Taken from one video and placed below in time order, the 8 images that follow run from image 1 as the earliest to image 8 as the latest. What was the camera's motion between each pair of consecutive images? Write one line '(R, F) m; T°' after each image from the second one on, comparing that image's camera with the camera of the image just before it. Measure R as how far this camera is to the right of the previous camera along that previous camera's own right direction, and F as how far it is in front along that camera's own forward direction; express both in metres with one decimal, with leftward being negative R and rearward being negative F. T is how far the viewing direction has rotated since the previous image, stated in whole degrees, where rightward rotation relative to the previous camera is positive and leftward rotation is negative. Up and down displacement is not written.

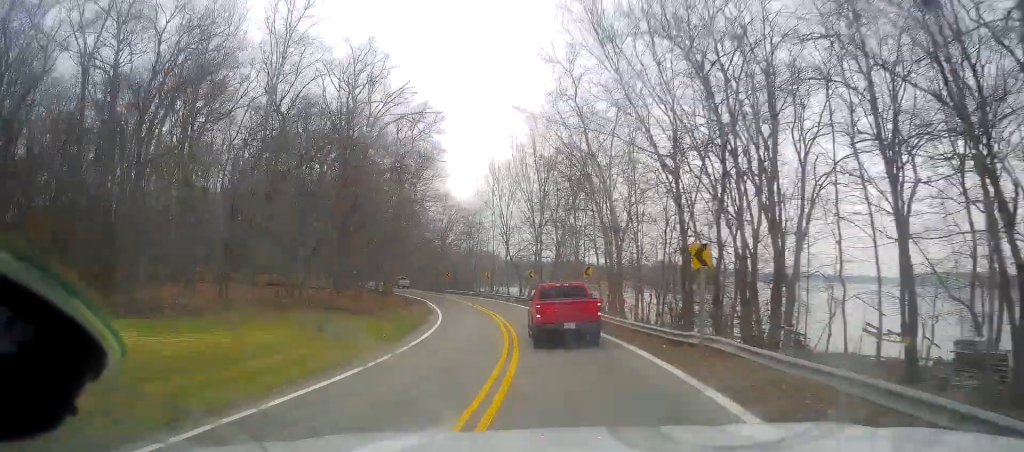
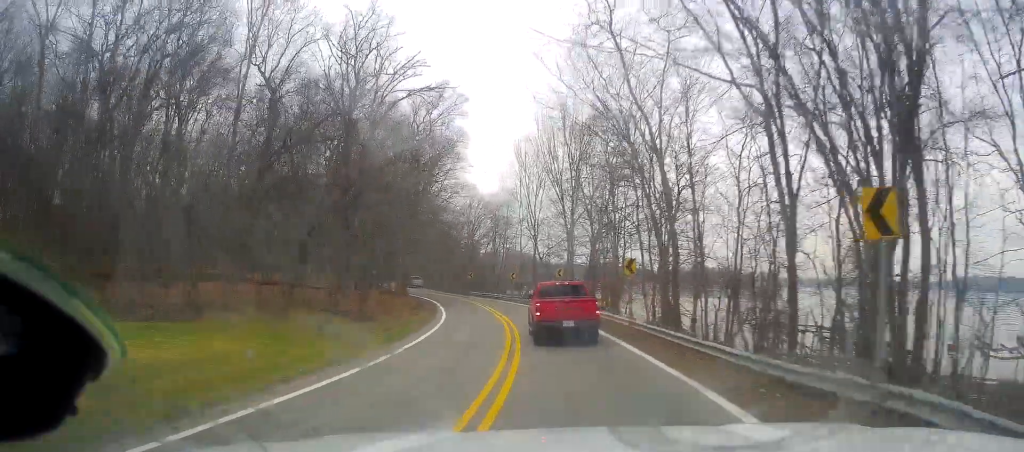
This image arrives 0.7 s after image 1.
(-0.1, +8.4) m; -4°
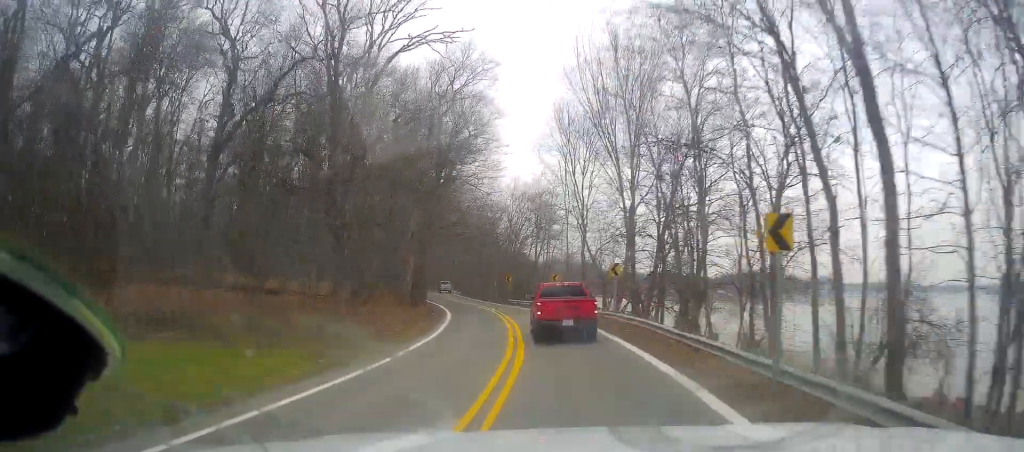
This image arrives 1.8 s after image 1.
(-0.9, +13.8) m; -5°
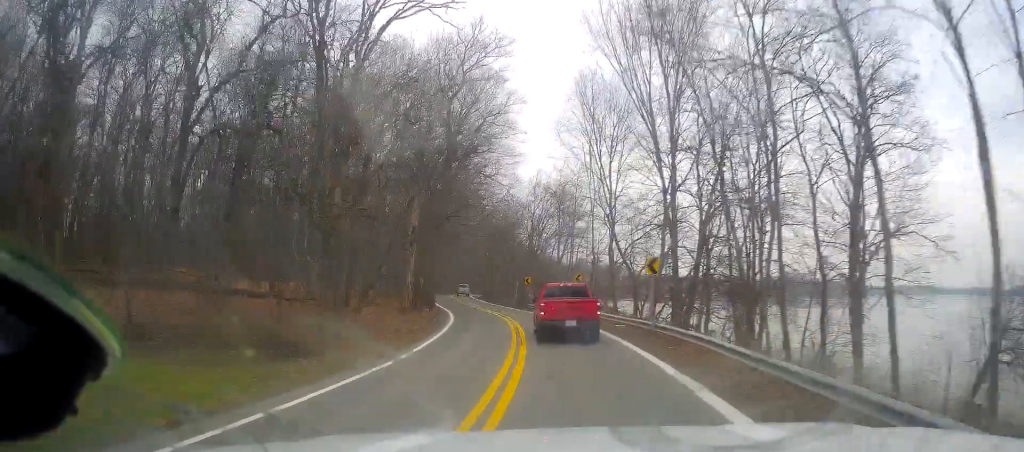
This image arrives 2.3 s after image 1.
(0.0, +6.4) m; -2°
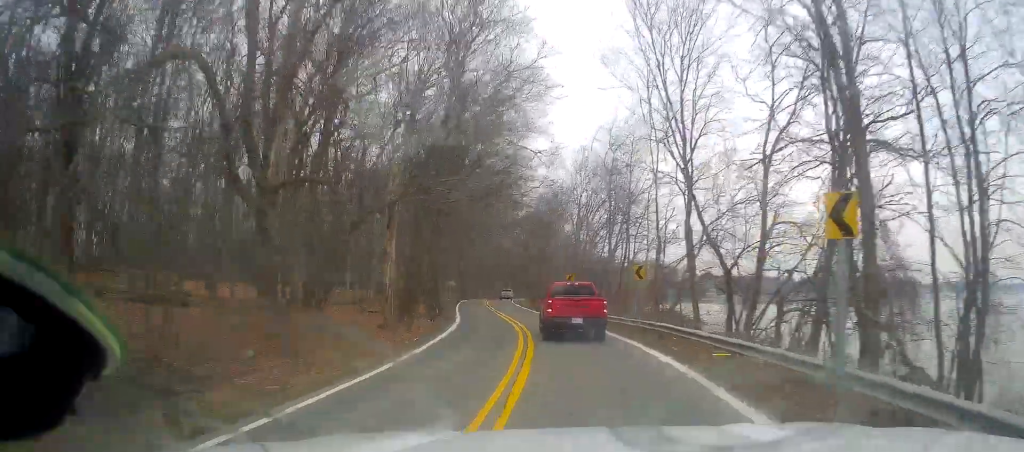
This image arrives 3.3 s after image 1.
(-0.4, +13.2) m; -4°
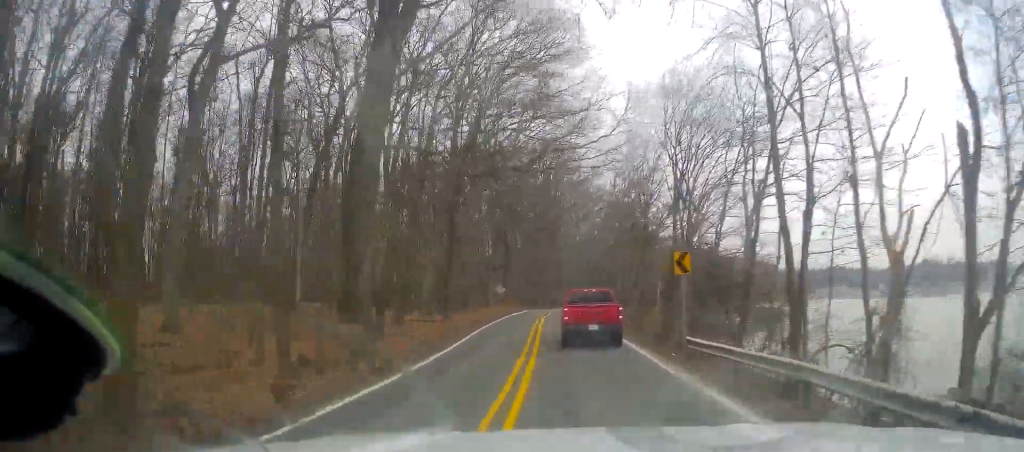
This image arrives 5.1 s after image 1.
(-1.8, +23.1) m; -10°
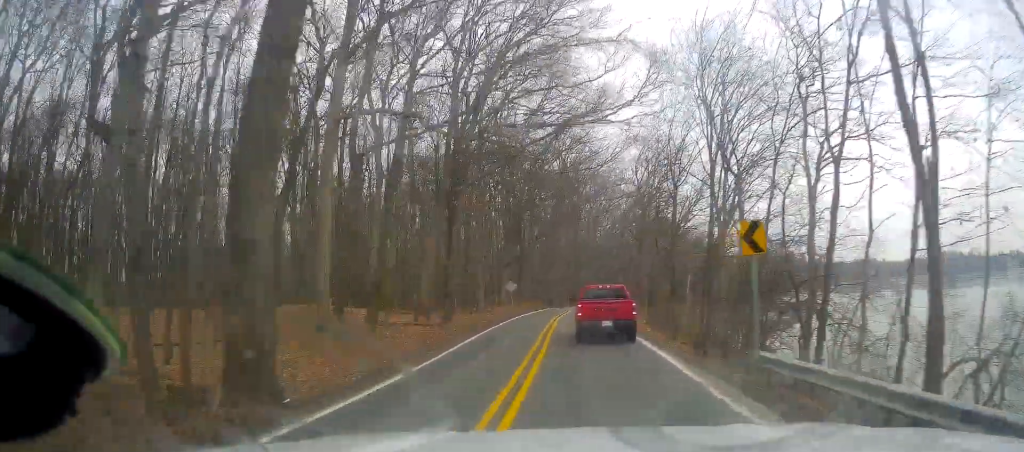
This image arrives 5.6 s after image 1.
(-0.4, +6.0) m; -2°
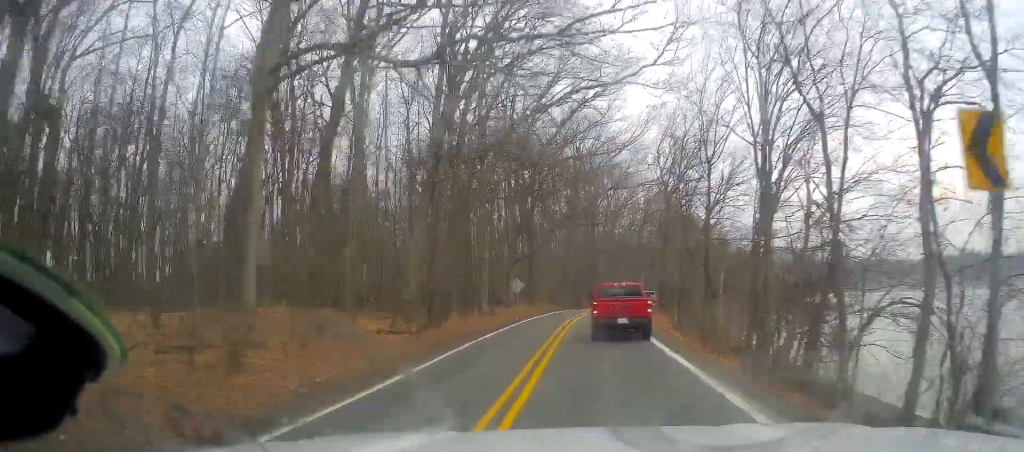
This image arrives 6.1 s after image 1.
(-0.1, +6.7) m; -1°
